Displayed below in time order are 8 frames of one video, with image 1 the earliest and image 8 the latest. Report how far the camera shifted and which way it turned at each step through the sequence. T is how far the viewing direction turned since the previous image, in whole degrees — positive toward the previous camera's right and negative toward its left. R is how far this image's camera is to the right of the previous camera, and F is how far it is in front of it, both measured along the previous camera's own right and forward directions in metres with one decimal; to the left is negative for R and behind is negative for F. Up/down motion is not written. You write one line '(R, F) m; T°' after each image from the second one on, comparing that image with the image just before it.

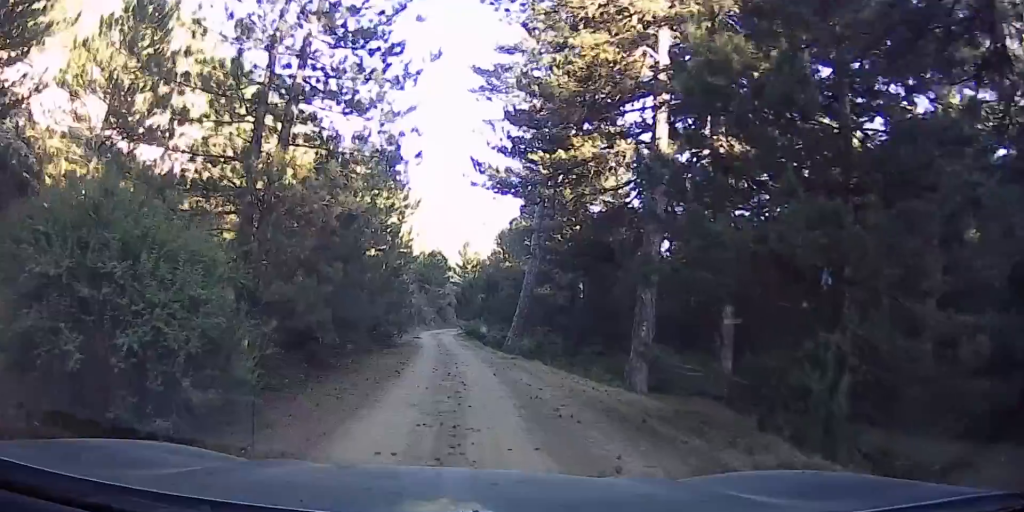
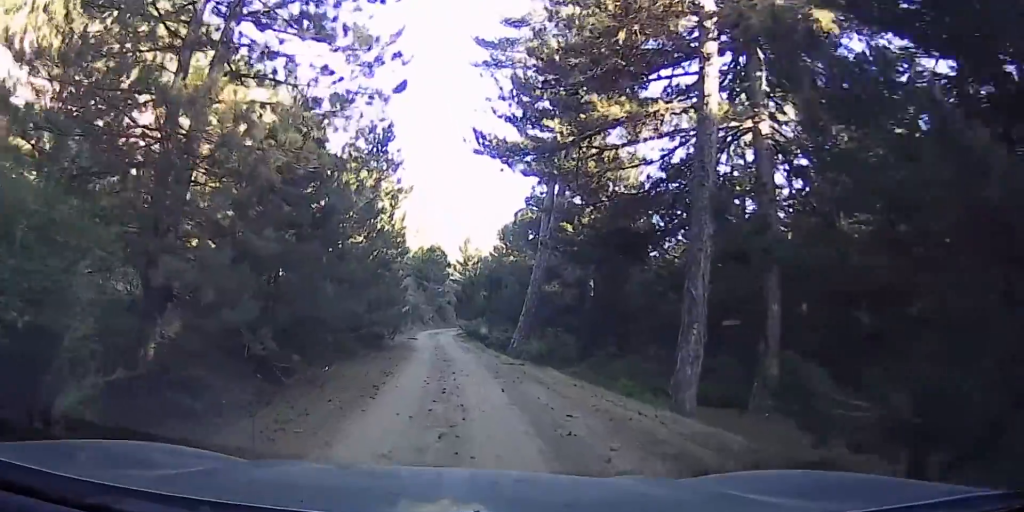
(-0.1, +3.4) m; -2°
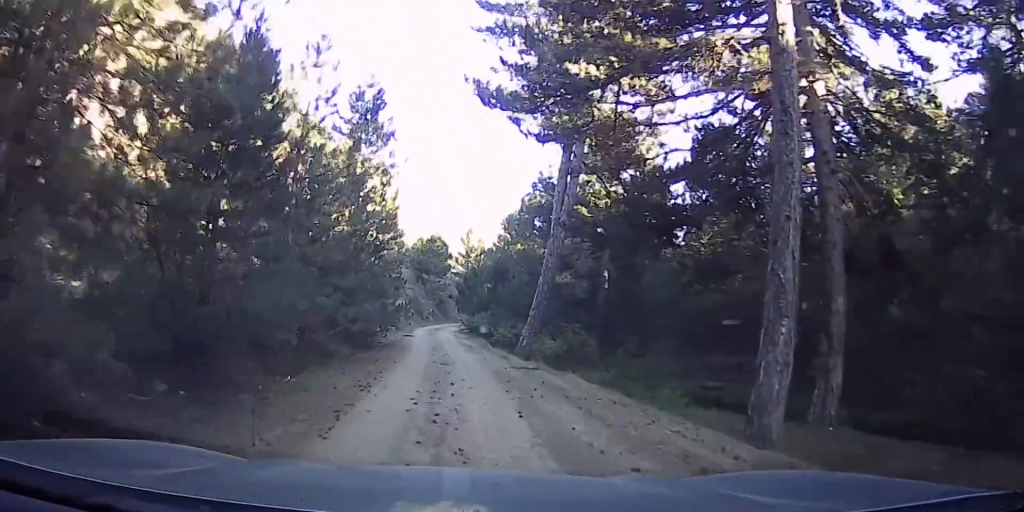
(0.0, +3.4) m; -7°
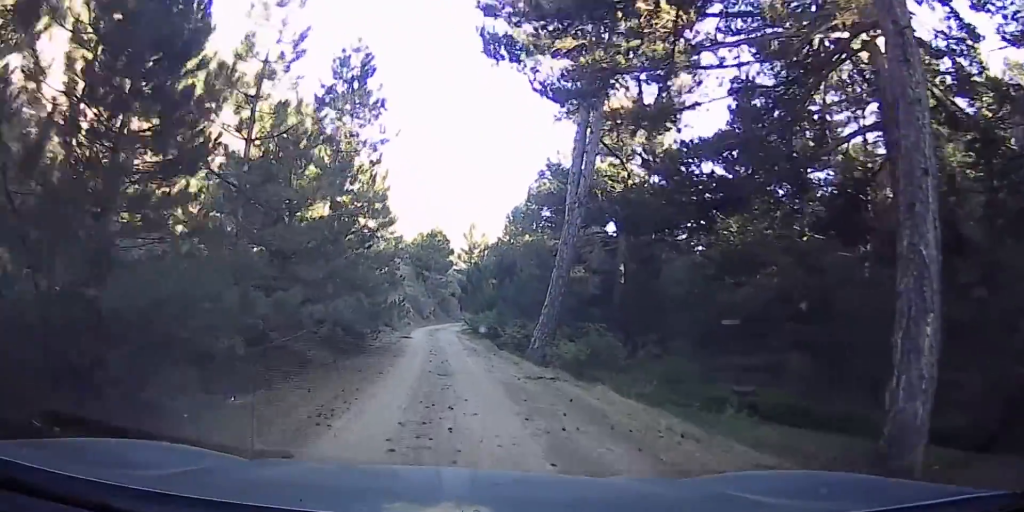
(+0.3, +3.0) m; -9°
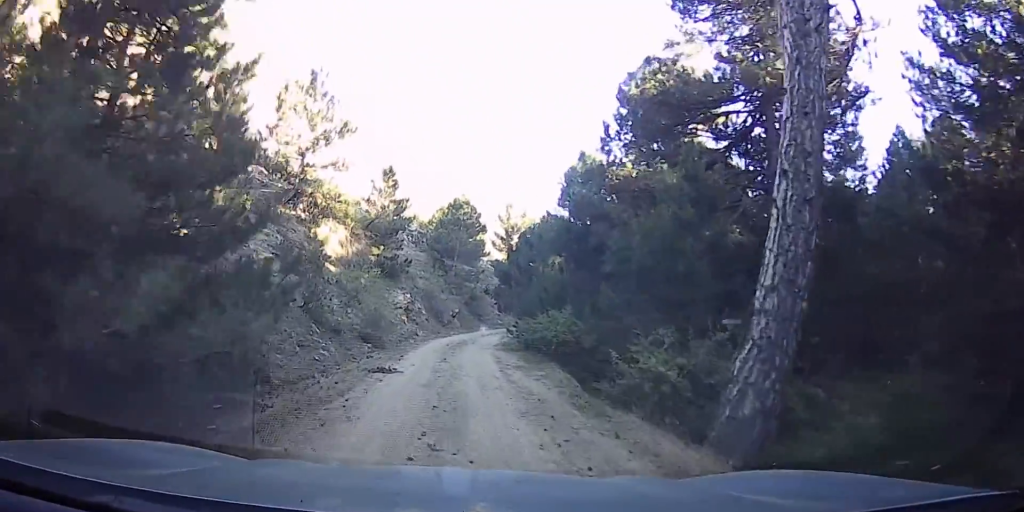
(+1.0, +13.7) m; +10°
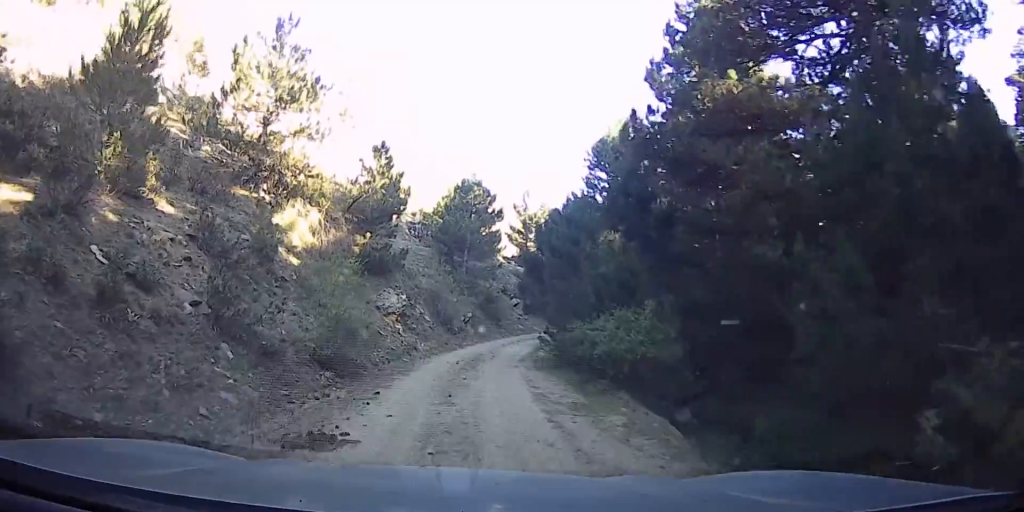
(-0.4, +6.0) m; -4°
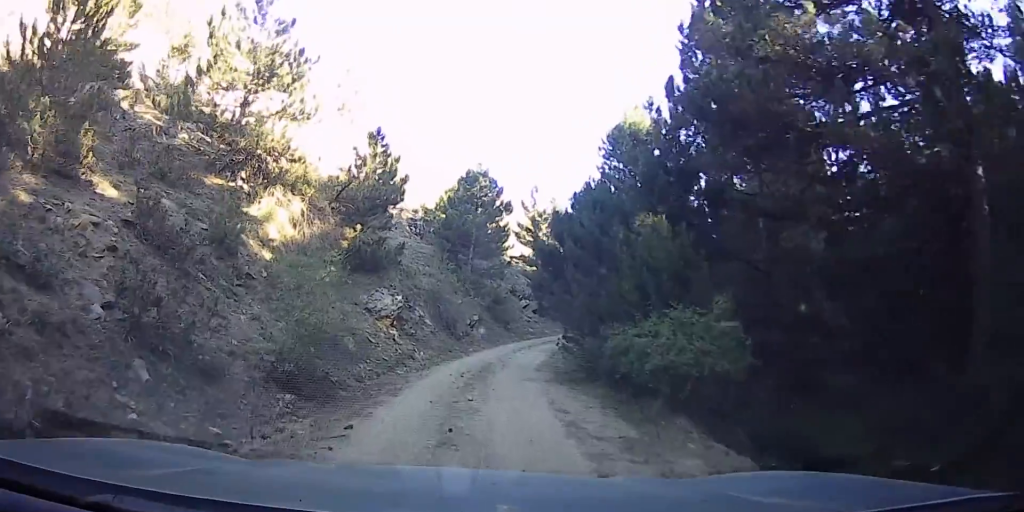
(0.0, +2.6) m; 0°
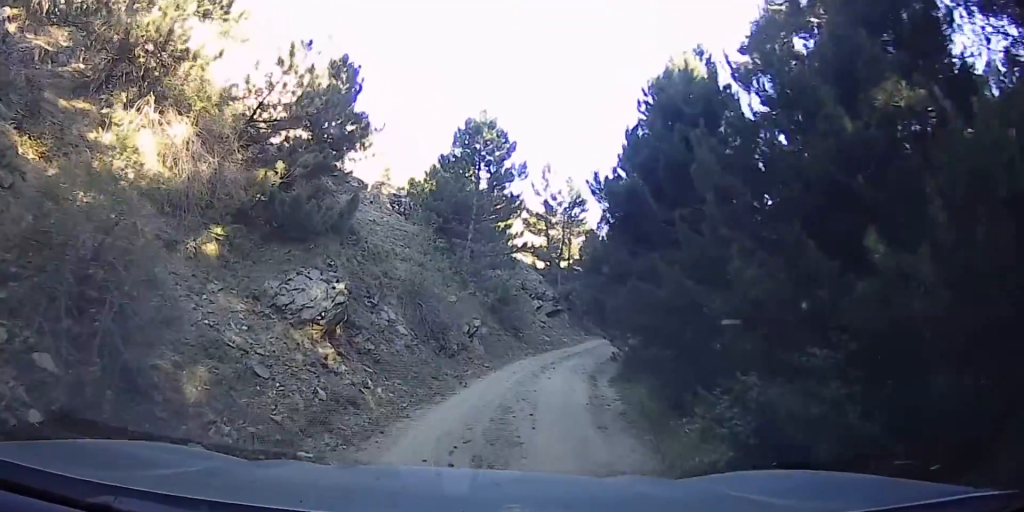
(+0.2, +7.6) m; +8°
